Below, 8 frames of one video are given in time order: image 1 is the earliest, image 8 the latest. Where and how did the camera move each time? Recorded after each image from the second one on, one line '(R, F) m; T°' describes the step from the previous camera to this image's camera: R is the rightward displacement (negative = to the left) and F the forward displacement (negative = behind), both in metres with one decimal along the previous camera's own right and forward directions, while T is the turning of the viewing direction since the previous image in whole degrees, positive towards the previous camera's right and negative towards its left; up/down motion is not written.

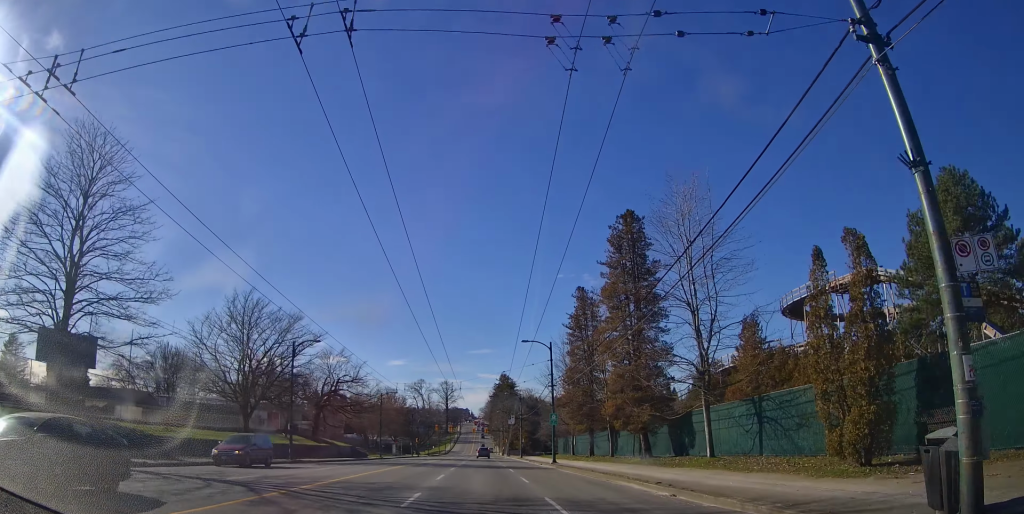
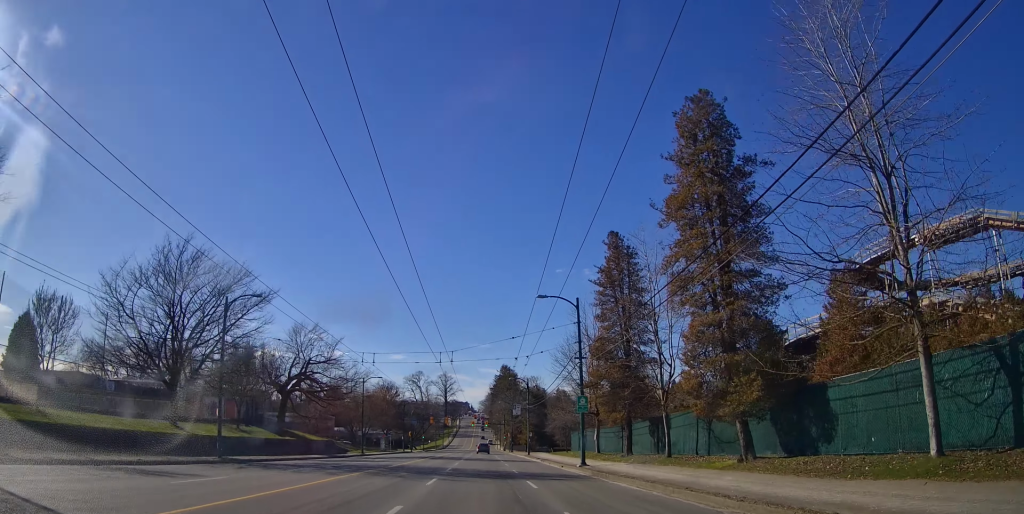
(0.0, +12.4) m; 0°
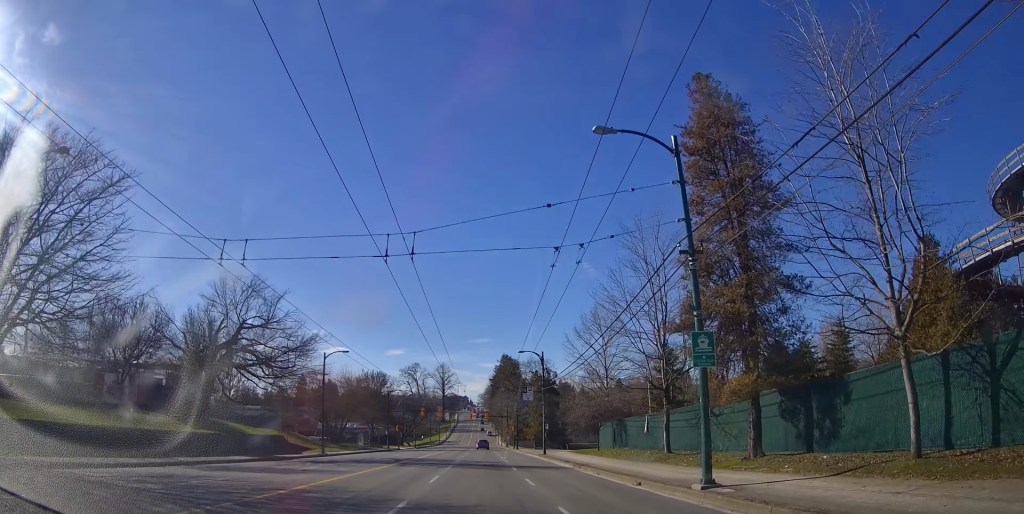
(0.0, +17.2) m; 0°
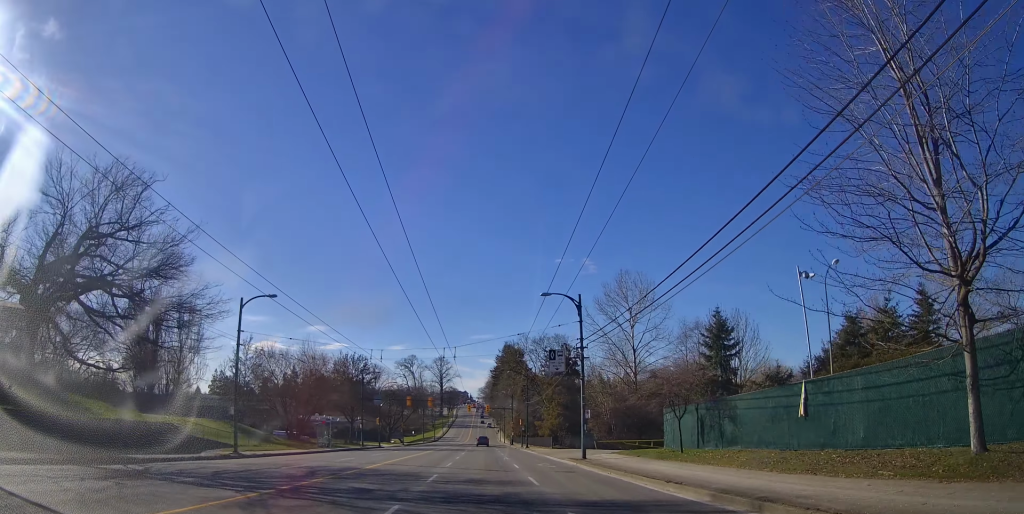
(0.0, +18.9) m; 0°
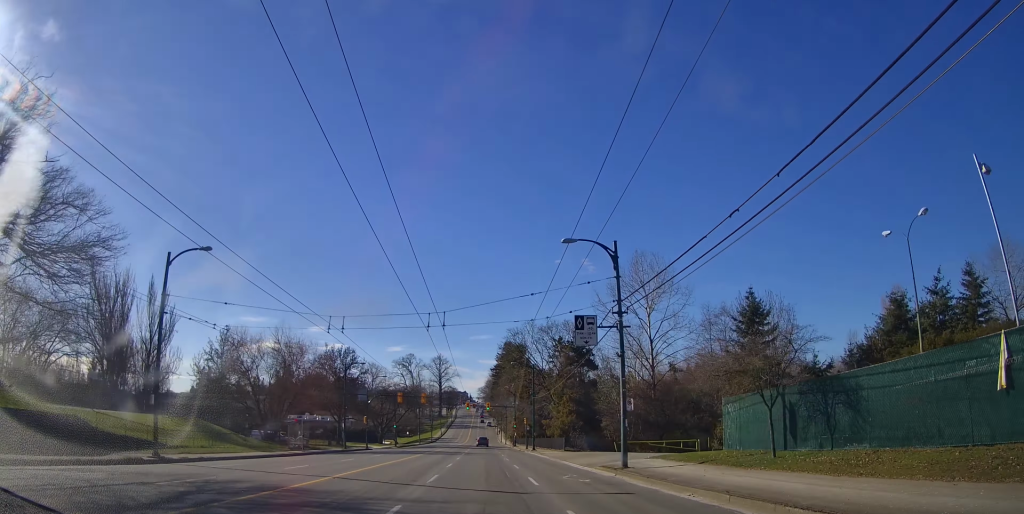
(0.0, +8.8) m; 0°
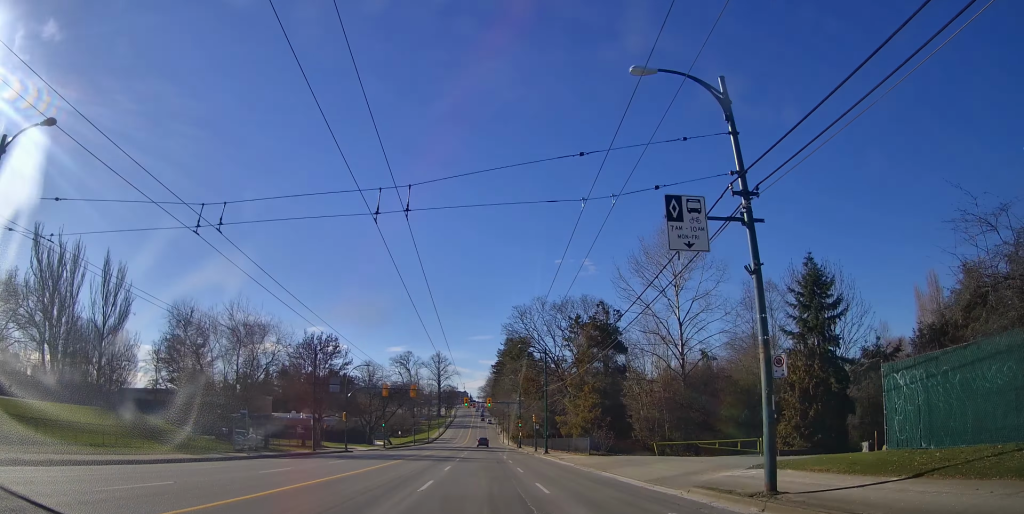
(0.0, +11.7) m; 0°
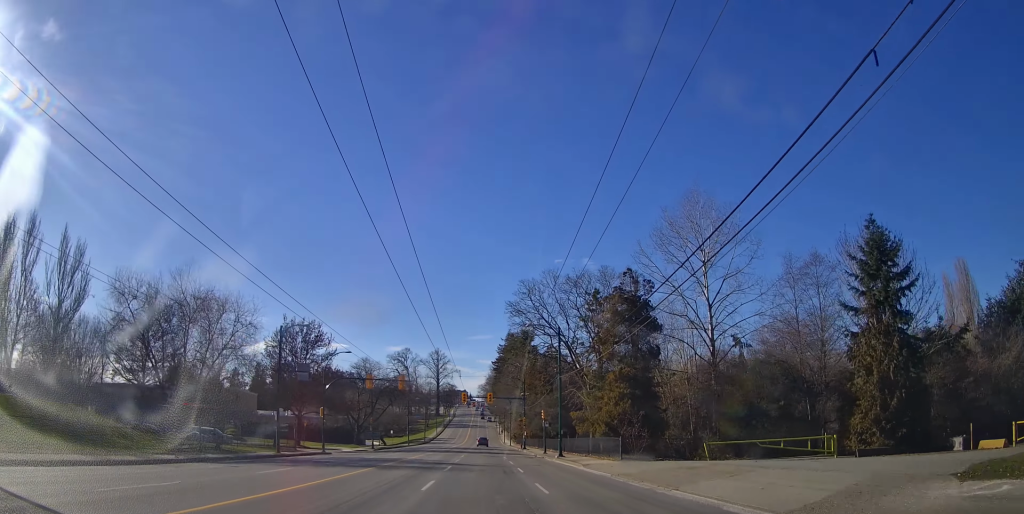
(0.0, +9.0) m; 0°
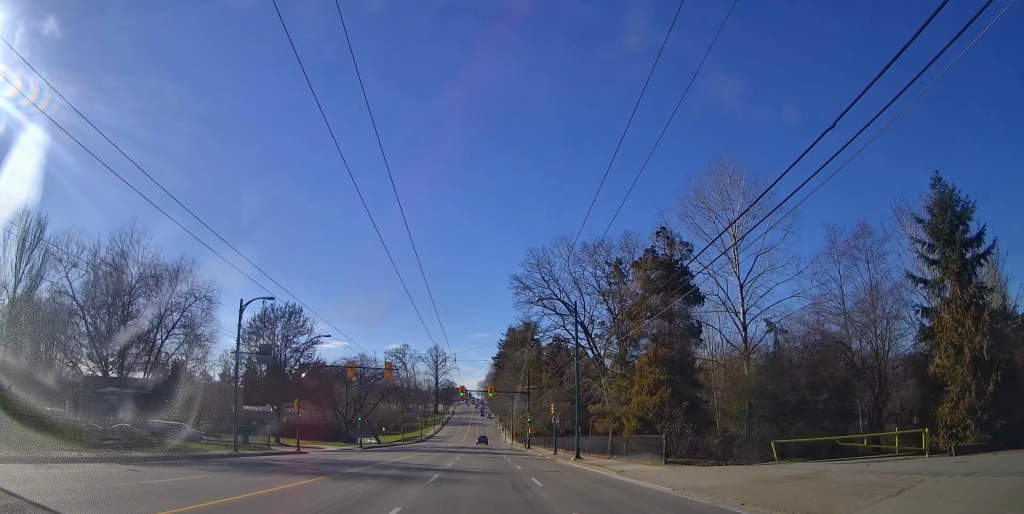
(0.0, +7.5) m; 0°
